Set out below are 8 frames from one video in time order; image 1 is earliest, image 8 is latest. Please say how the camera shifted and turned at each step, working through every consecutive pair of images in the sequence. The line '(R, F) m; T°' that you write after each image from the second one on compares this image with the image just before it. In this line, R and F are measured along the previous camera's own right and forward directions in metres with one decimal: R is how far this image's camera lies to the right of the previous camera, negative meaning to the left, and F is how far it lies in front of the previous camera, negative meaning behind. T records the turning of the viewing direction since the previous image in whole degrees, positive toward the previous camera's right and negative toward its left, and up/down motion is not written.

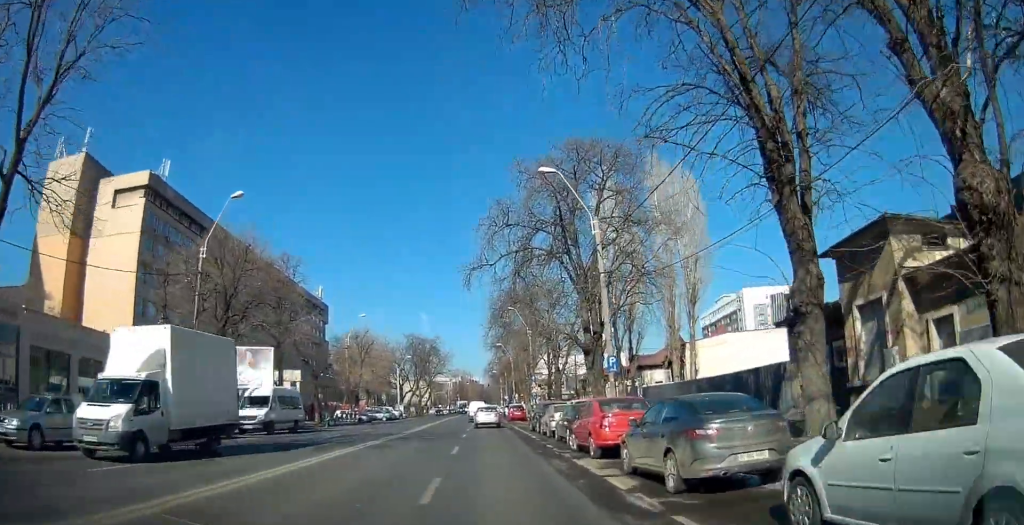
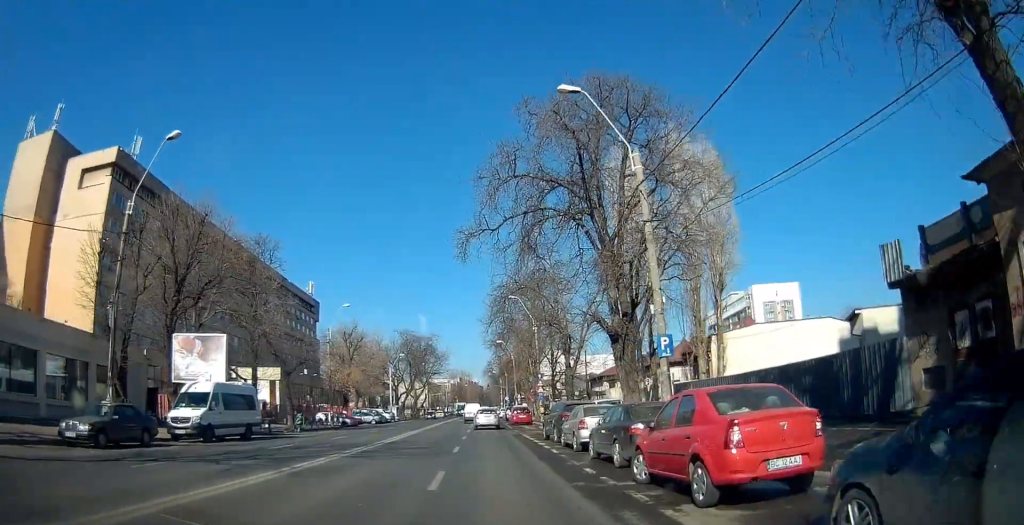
(-0.1, +7.8) m; +2°
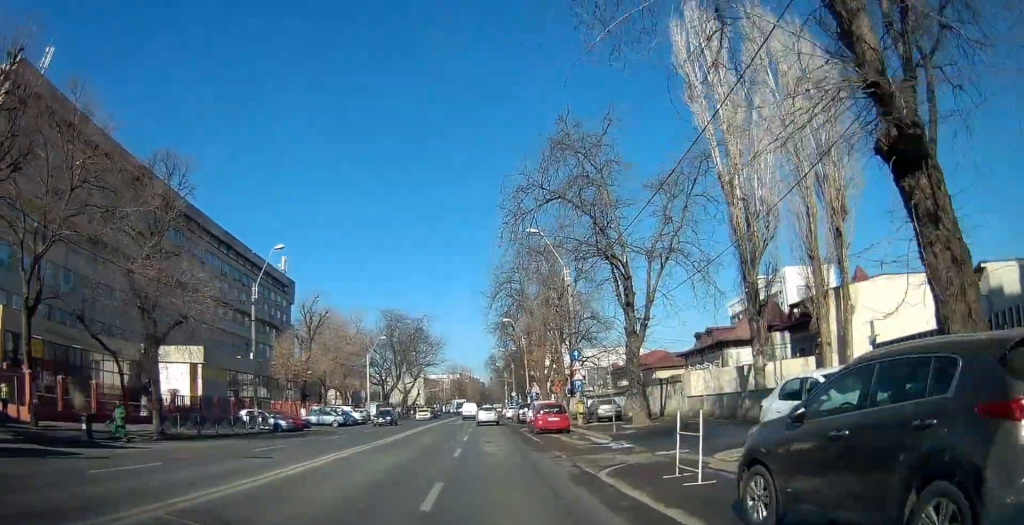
(0.0, +20.5) m; -3°
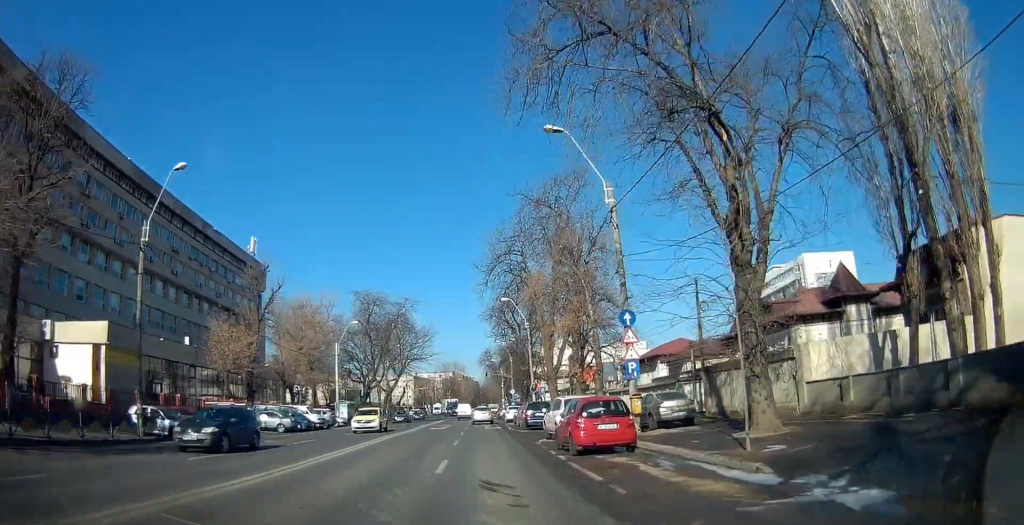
(-0.1, +14.0) m; +2°
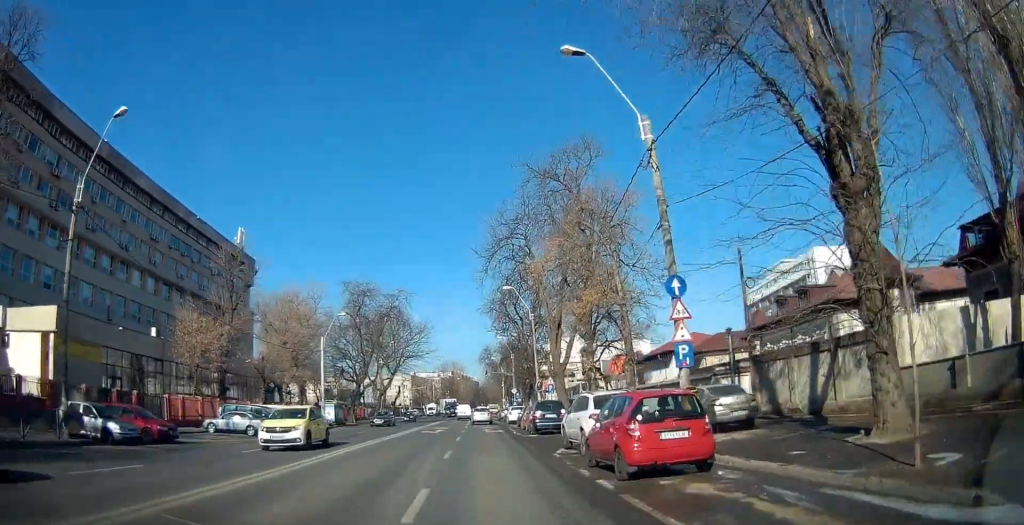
(0.0, +5.6) m; +1°
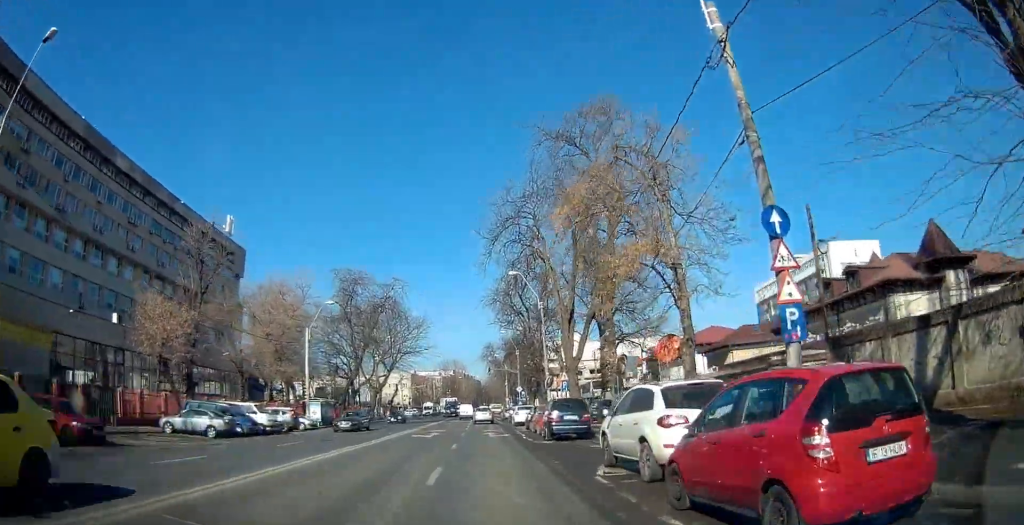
(+0.2, +6.1) m; 0°
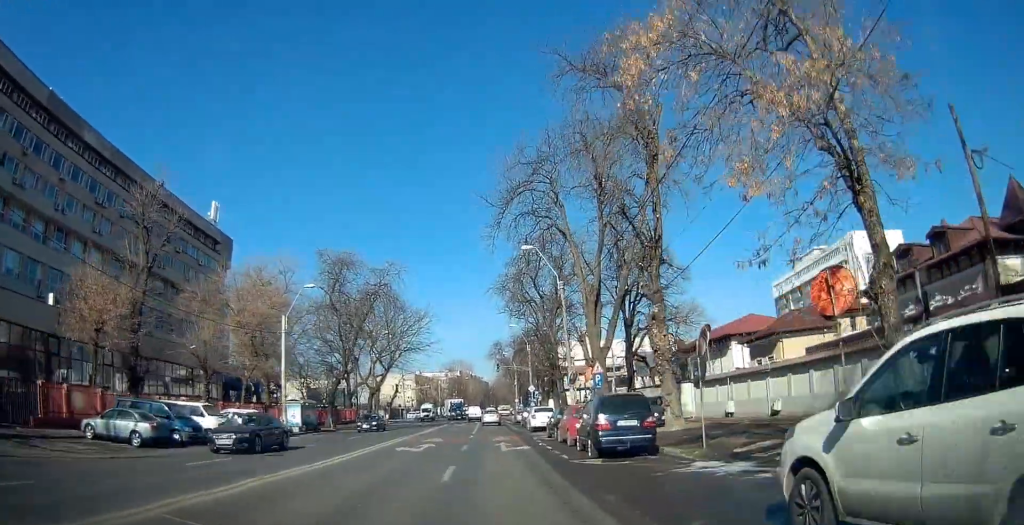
(0.0, +8.2) m; 0°
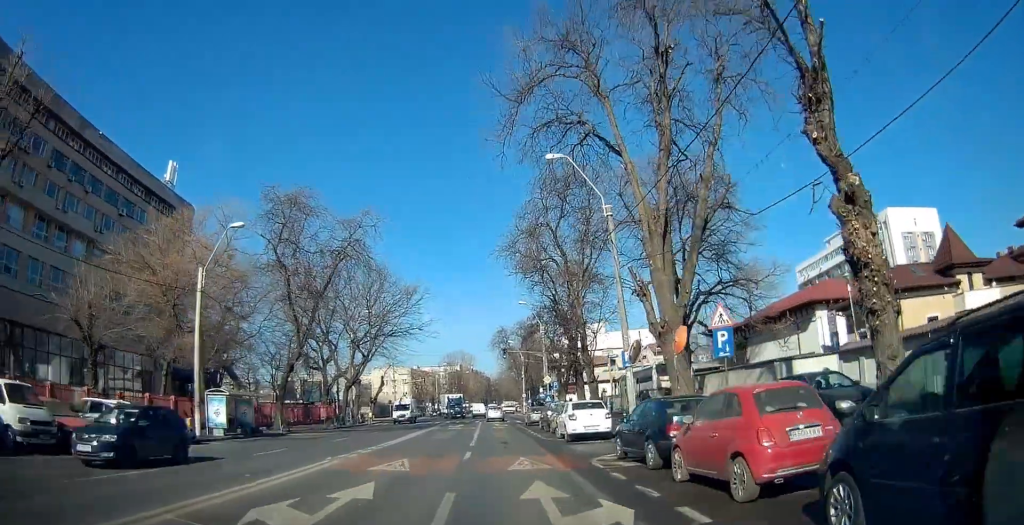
(0.0, +14.5) m; 0°
